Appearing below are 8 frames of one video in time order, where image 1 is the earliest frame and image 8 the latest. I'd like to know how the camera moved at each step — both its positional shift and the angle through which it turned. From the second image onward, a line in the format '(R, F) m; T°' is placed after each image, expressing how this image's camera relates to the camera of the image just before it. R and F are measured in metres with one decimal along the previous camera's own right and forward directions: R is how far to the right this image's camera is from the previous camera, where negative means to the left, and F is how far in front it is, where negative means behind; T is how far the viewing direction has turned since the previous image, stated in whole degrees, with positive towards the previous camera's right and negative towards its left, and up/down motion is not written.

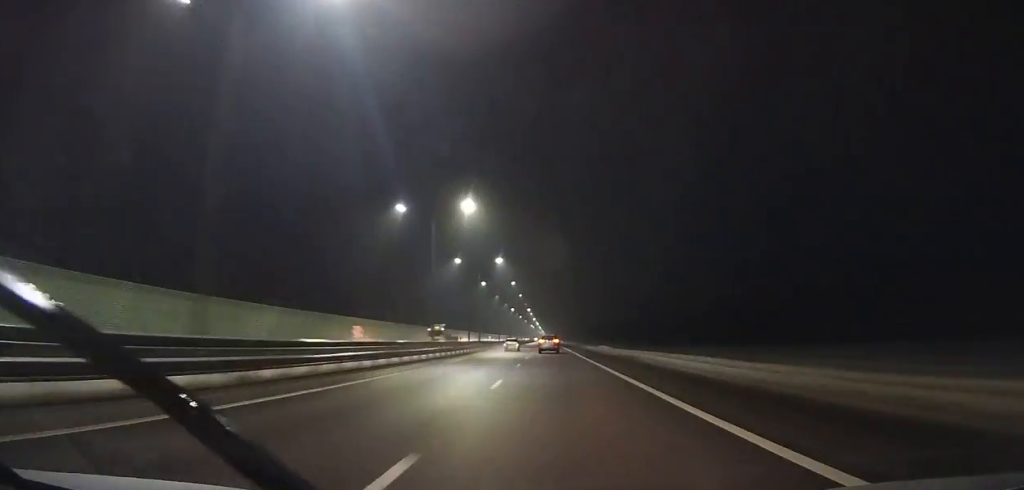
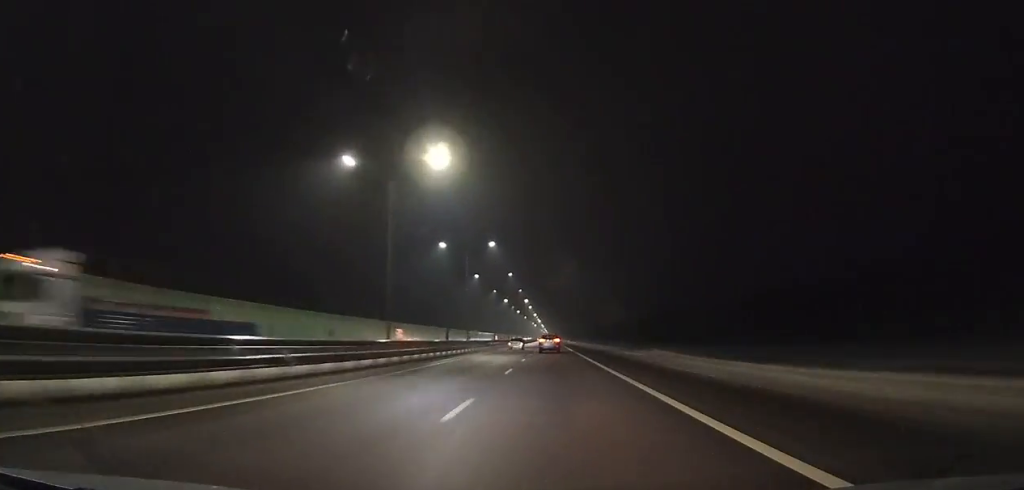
(0.0, +41.4) m; 0°
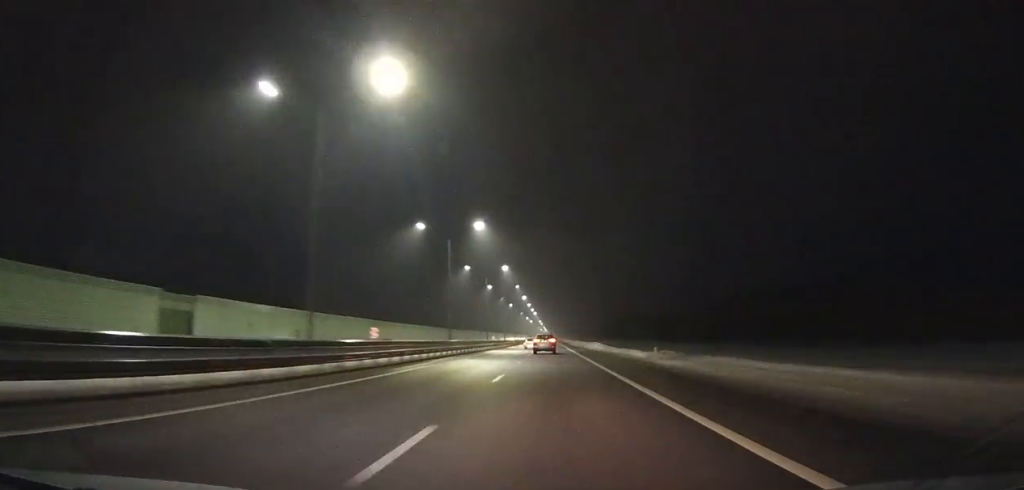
(+0.1, +98.3) m; 0°
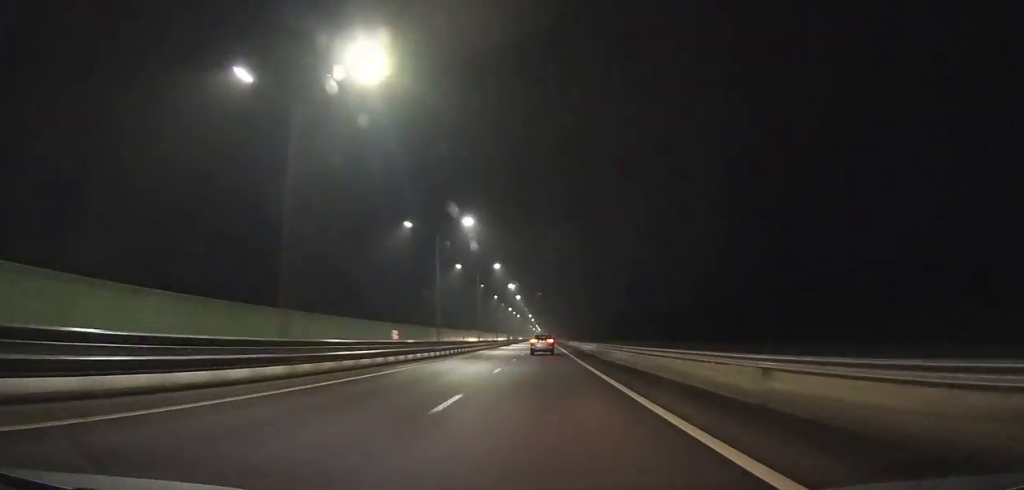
(+0.1, +89.5) m; 0°
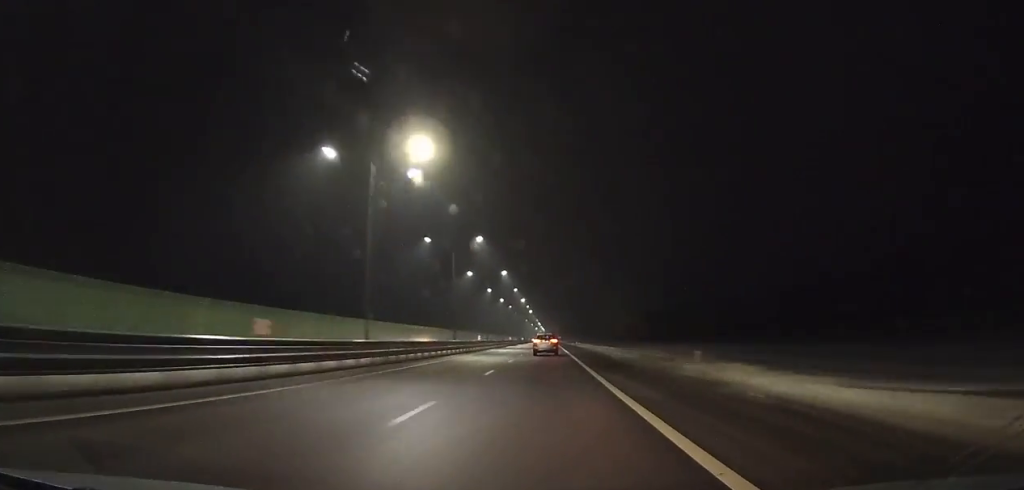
(-0.2, +107.4) m; 0°
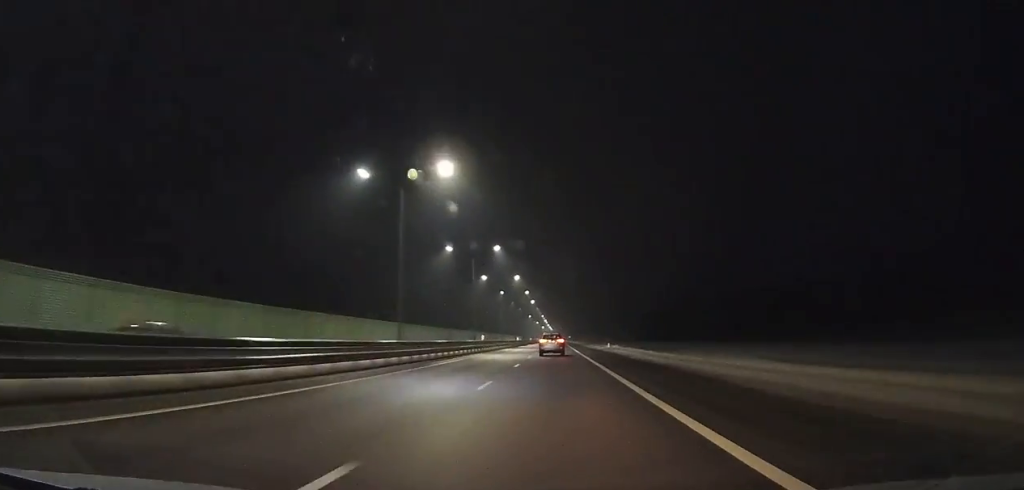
(-0.1, +53.0) m; 0°
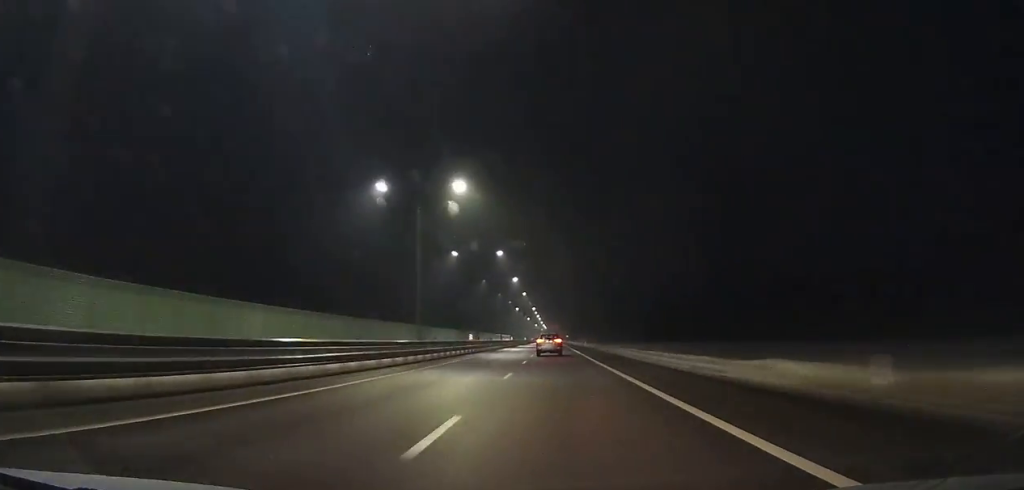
(-0.1, +55.4) m; 0°
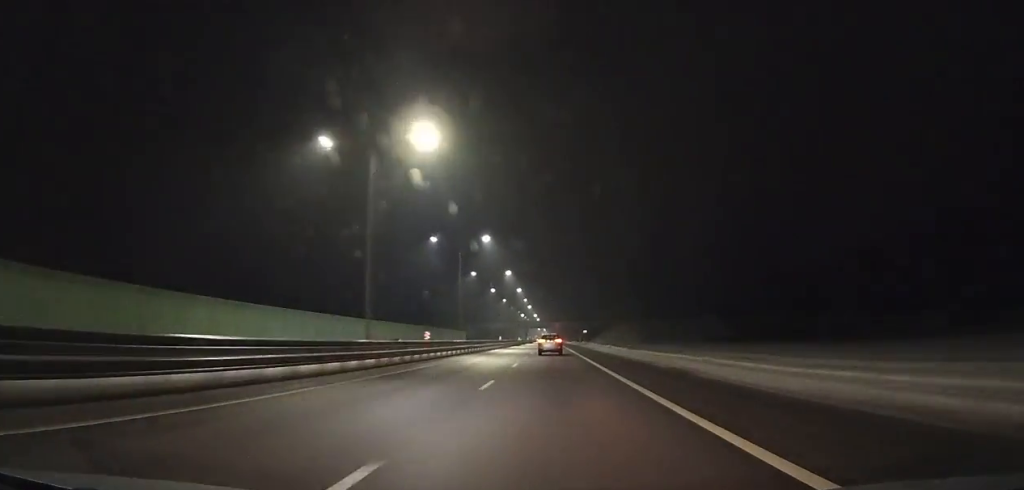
(+0.9, +157.9) m; 0°
